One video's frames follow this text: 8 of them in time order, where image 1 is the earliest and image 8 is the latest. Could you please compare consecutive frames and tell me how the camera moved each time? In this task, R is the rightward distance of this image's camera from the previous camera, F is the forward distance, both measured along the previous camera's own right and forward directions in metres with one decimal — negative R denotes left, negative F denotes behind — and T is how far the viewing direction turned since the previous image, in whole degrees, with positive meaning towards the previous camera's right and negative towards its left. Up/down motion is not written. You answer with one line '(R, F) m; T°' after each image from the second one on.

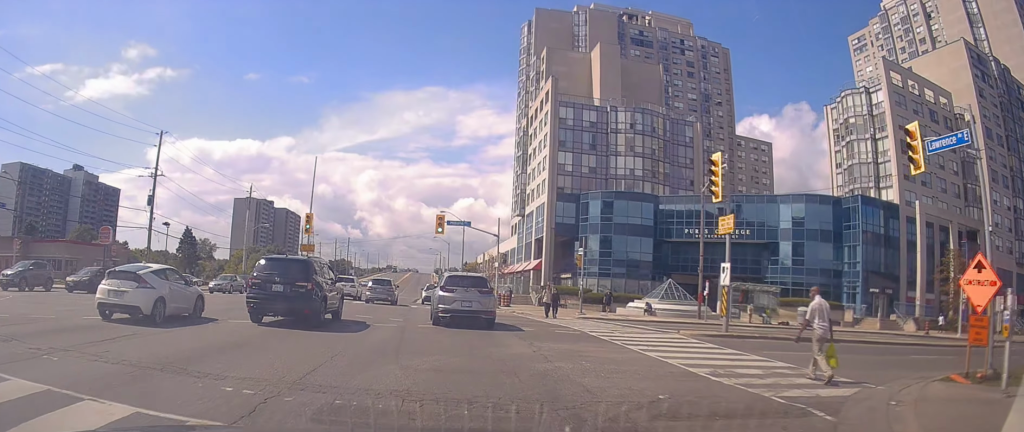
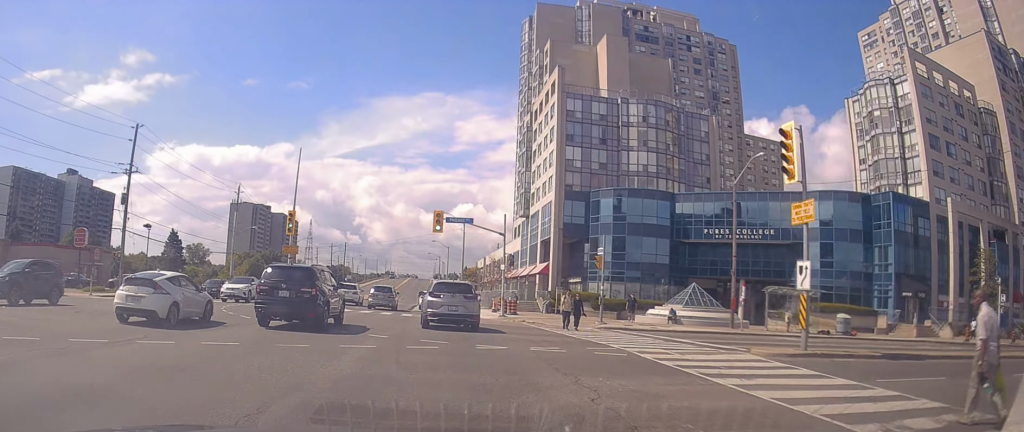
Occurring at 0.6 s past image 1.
(-0.1, +4.5) m; +2°
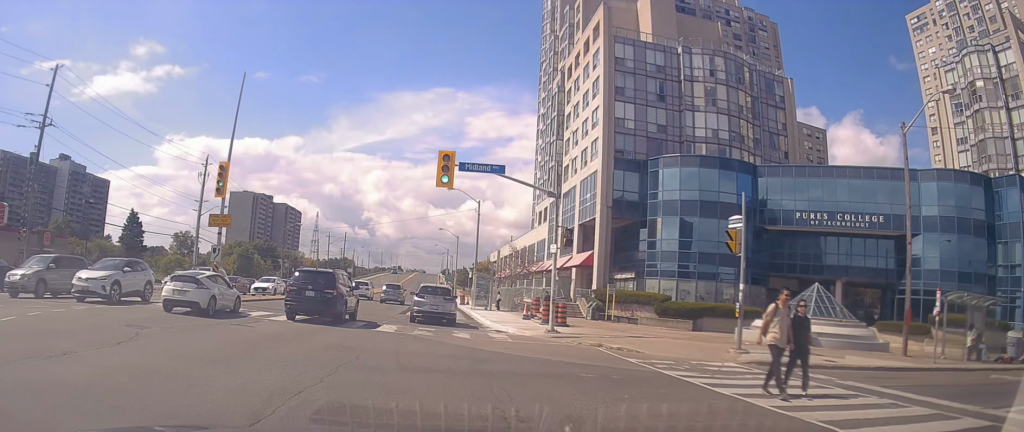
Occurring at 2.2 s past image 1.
(+0.5, +14.1) m; +3°
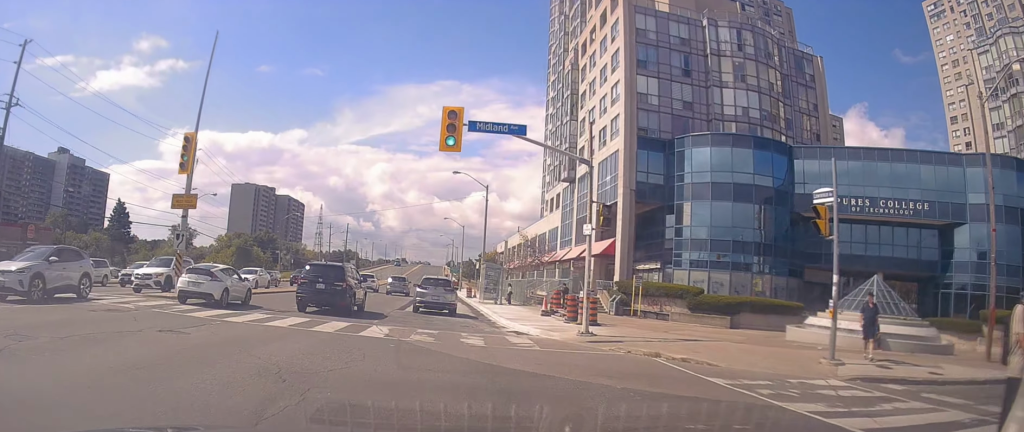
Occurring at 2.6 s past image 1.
(0.0, +4.2) m; 0°
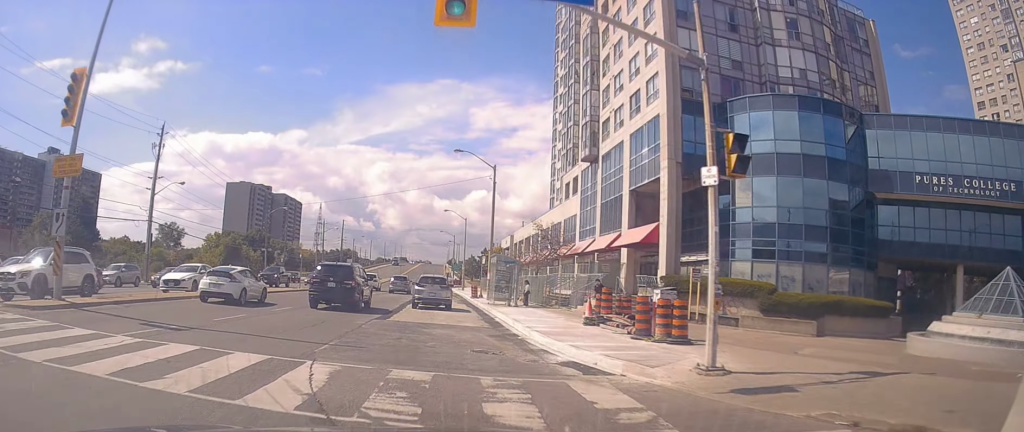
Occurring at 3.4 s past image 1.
(+0.1, +8.0) m; -4°
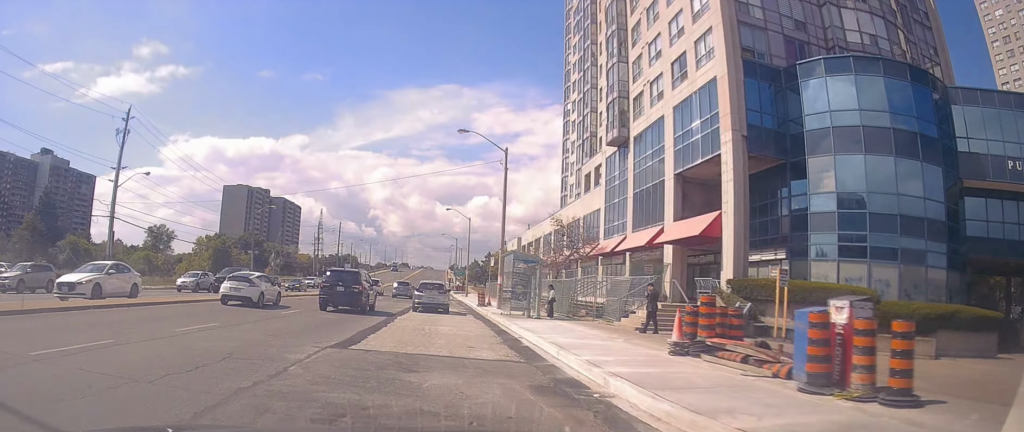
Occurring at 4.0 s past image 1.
(-0.4, +7.2) m; -1°
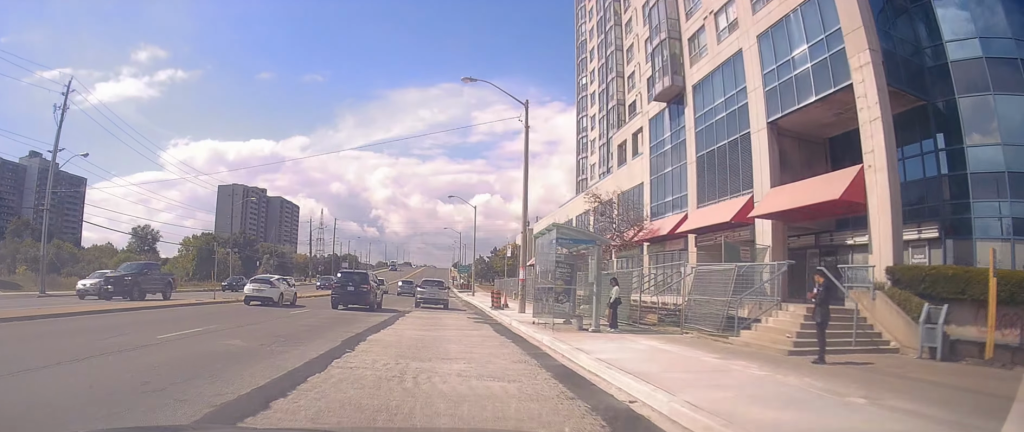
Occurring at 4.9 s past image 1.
(-0.3, +9.4) m; +1°
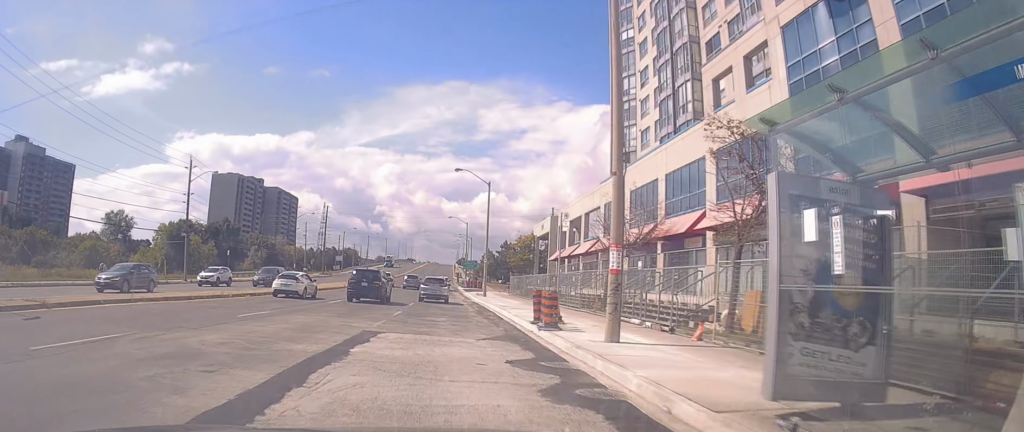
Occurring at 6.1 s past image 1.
(+0.8, +14.5) m; 0°
